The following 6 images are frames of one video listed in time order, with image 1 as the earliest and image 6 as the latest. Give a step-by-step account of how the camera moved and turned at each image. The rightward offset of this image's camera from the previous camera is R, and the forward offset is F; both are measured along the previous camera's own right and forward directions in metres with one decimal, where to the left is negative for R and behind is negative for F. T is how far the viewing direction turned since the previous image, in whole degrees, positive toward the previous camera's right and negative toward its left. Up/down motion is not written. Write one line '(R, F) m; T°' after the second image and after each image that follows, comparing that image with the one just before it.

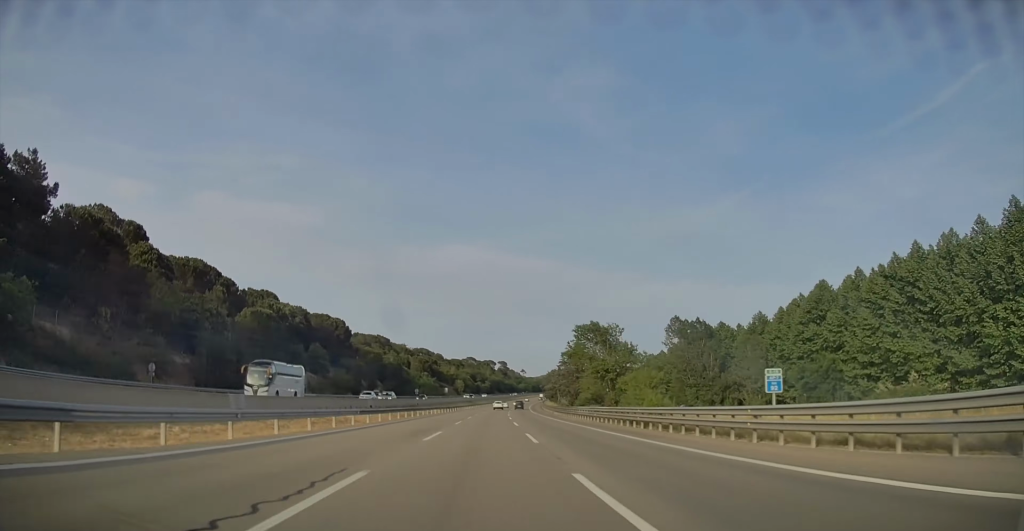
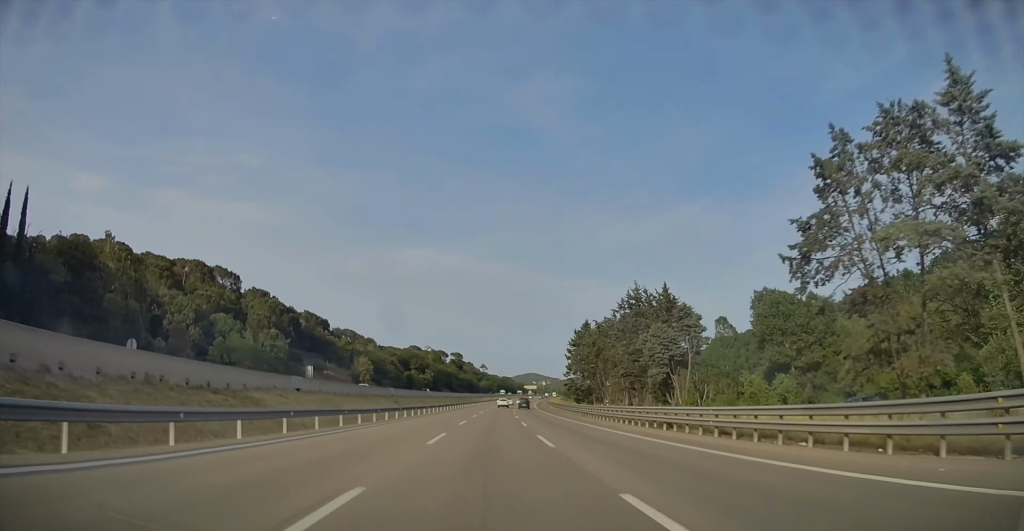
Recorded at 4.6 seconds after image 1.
(+8.6, +157.8) m; +4°
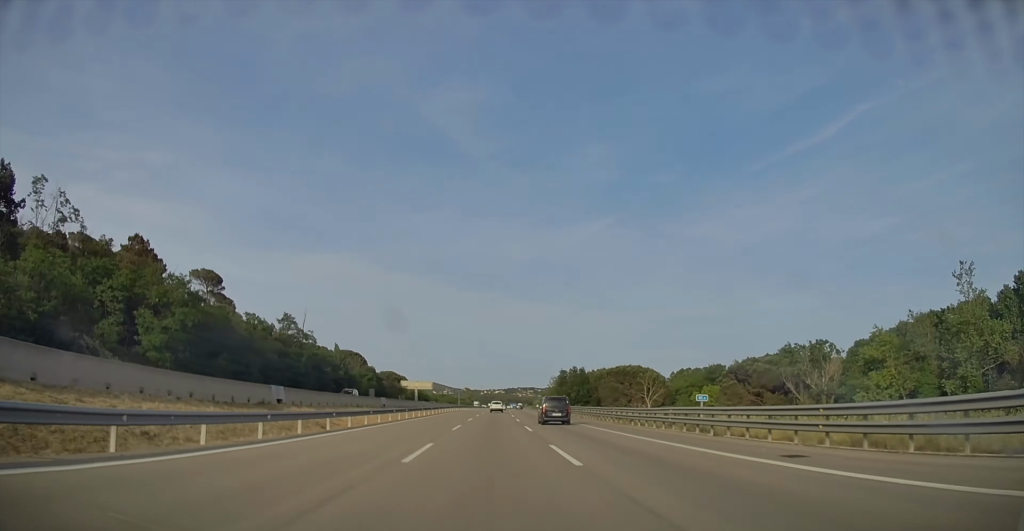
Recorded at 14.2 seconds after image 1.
(+23.1, +329.2) m; +7°
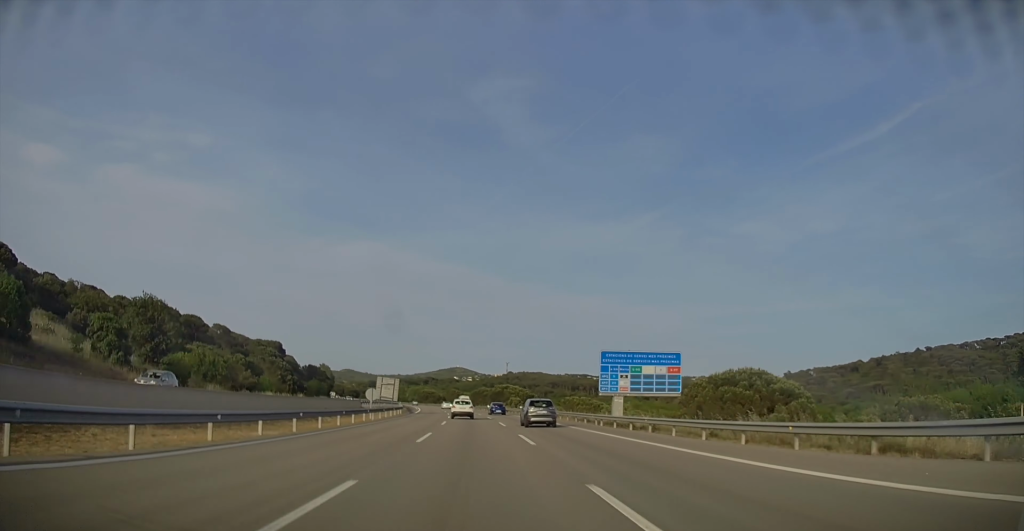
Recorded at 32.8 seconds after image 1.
(-7.0, +638.0) m; -11°
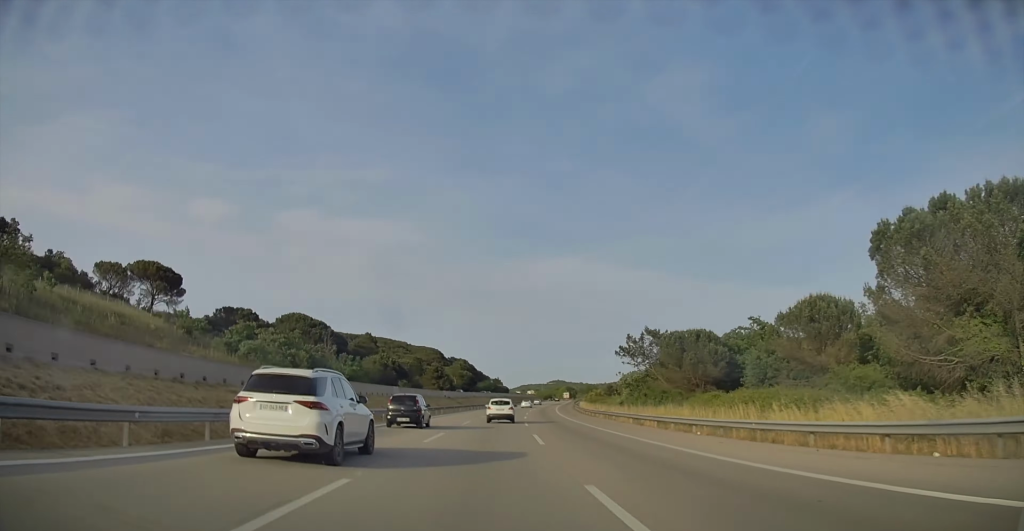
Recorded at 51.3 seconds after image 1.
(-109.9, +624.1) m; -9°
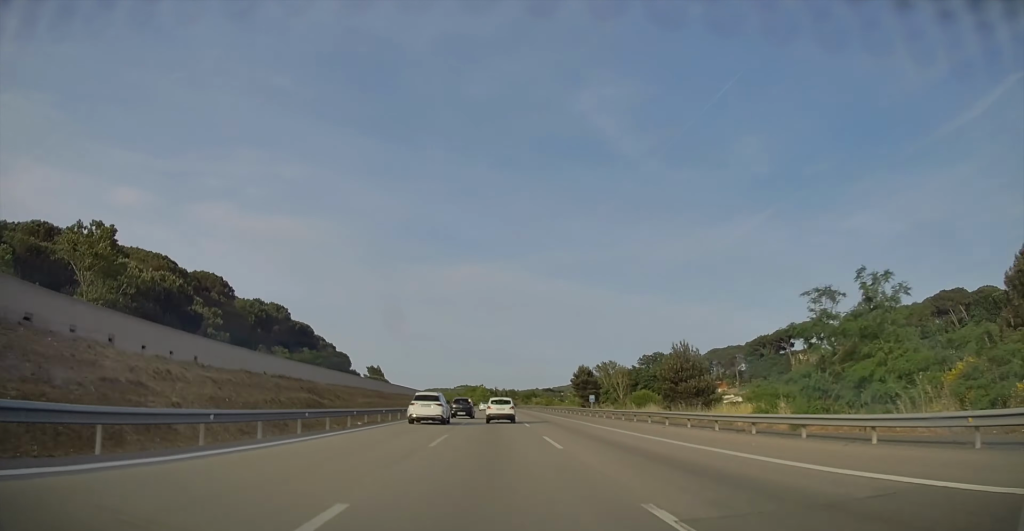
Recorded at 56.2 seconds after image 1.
(+13.6, +167.5) m; +1°
